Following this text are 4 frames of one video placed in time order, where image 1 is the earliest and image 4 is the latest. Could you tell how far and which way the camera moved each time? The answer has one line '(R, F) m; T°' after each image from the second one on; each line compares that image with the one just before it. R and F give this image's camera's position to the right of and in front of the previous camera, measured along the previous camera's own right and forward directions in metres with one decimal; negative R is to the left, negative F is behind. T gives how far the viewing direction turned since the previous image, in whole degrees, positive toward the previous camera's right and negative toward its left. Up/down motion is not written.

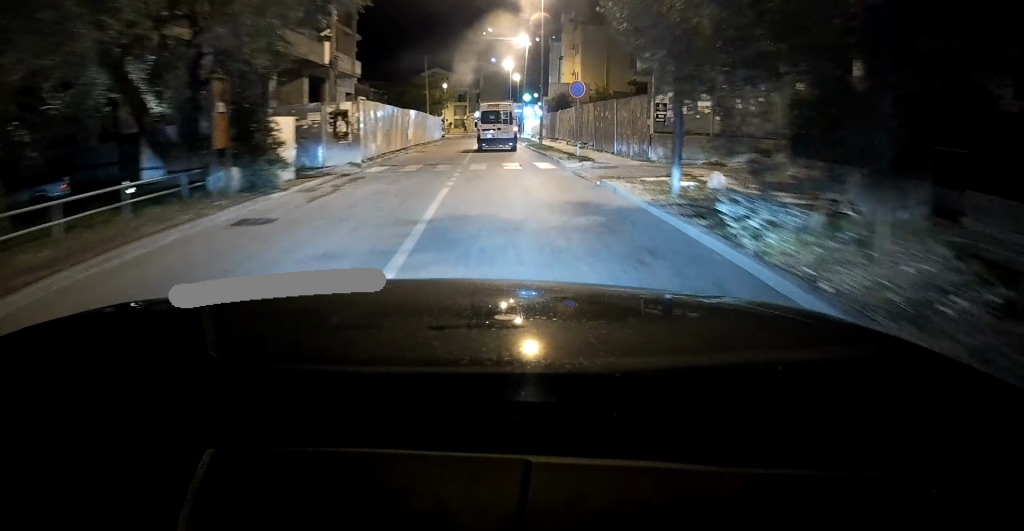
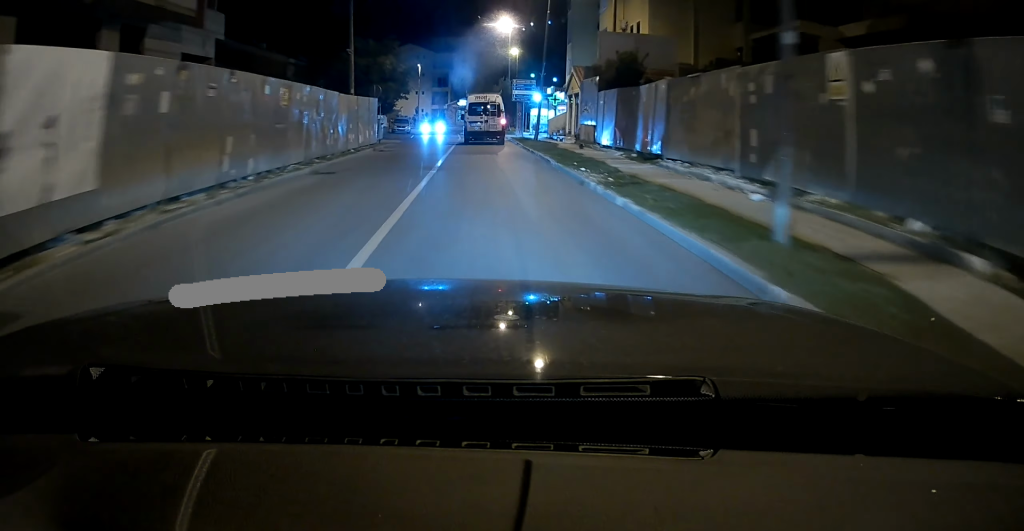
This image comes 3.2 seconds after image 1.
(+2.0, +28.5) m; +8°
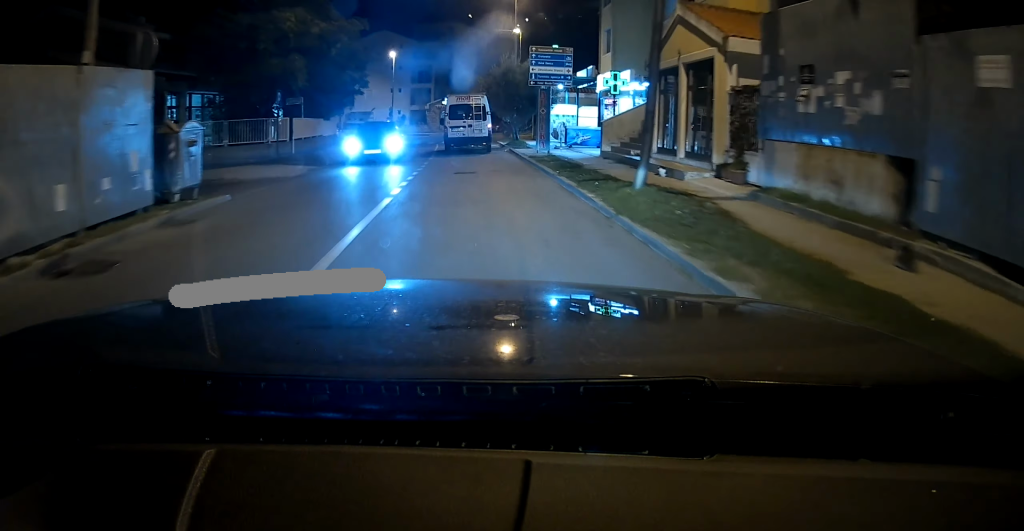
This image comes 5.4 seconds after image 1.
(+0.2, +19.5) m; +4°
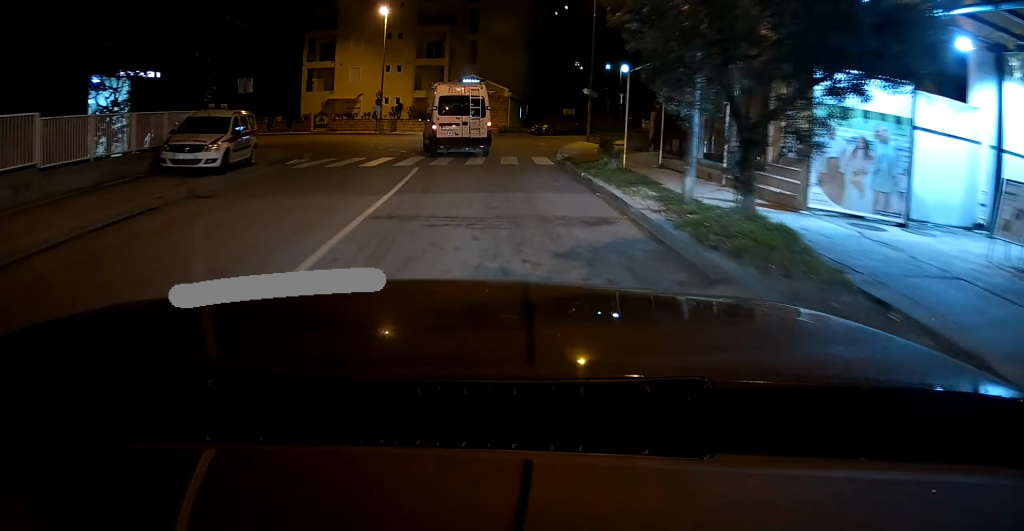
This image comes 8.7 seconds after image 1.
(+0.9, +26.7) m; -4°
